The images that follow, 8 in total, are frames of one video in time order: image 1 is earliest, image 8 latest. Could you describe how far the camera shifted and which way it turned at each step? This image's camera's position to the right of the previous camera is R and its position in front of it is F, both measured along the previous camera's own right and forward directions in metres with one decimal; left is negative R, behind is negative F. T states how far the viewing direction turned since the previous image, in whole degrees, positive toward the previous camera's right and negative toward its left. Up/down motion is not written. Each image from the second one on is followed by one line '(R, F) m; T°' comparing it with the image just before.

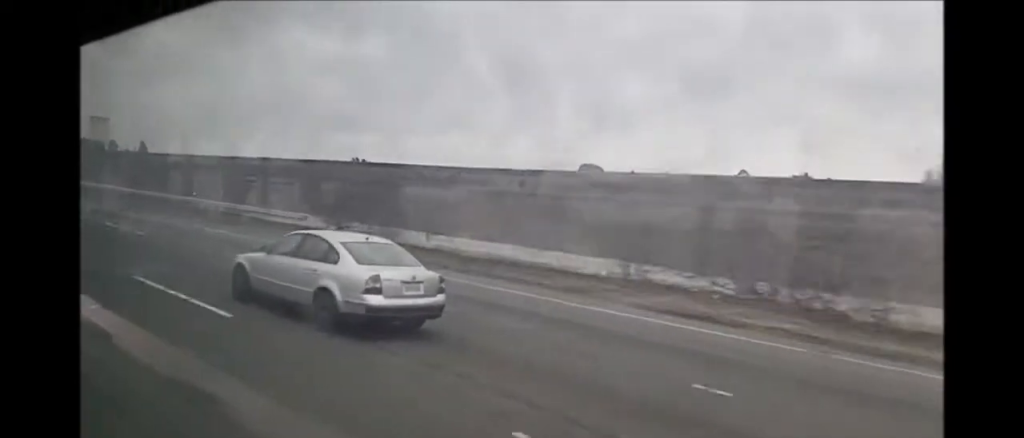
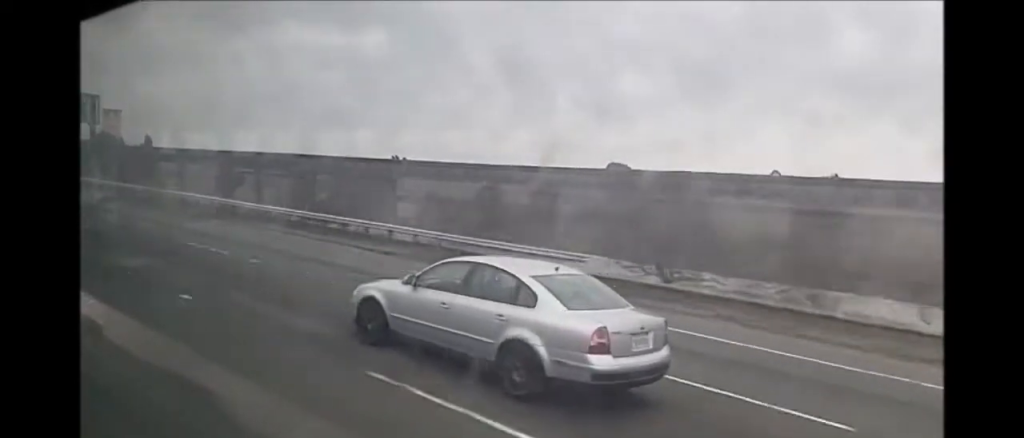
(+0.1, +22.5) m; 0°
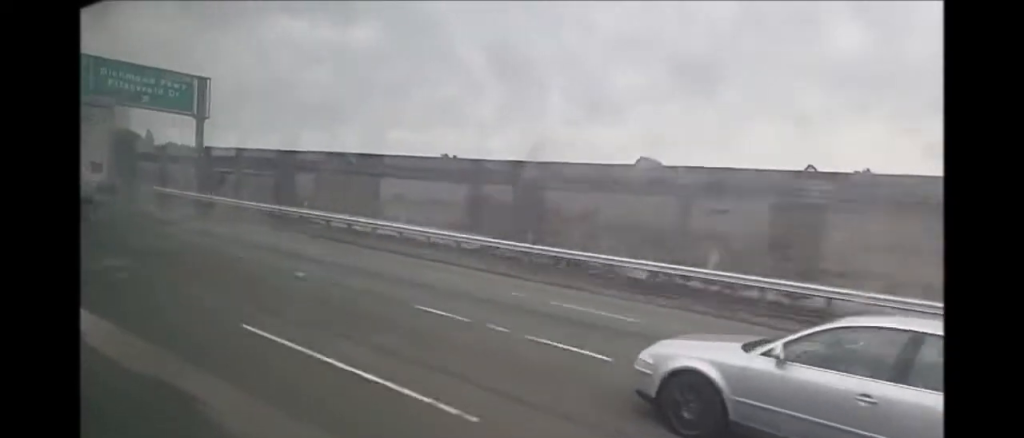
(-0.1, +25.3) m; -1°
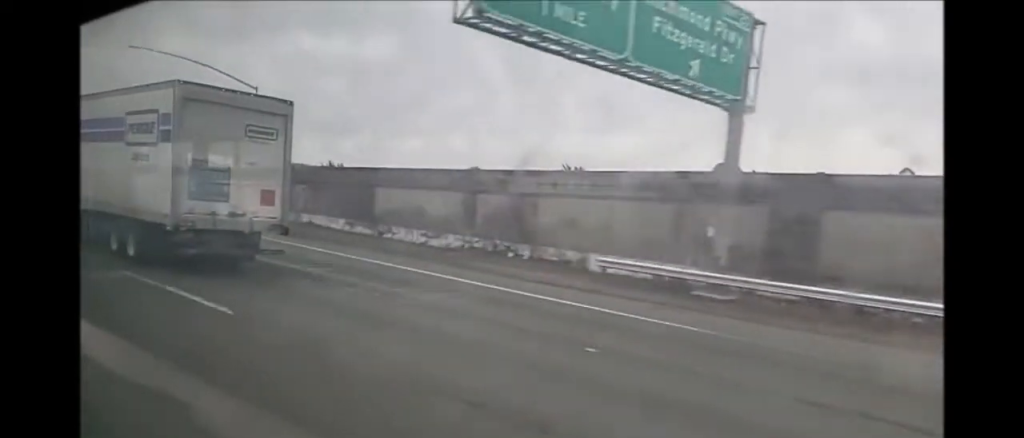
(-0.7, +38.0) m; -3°
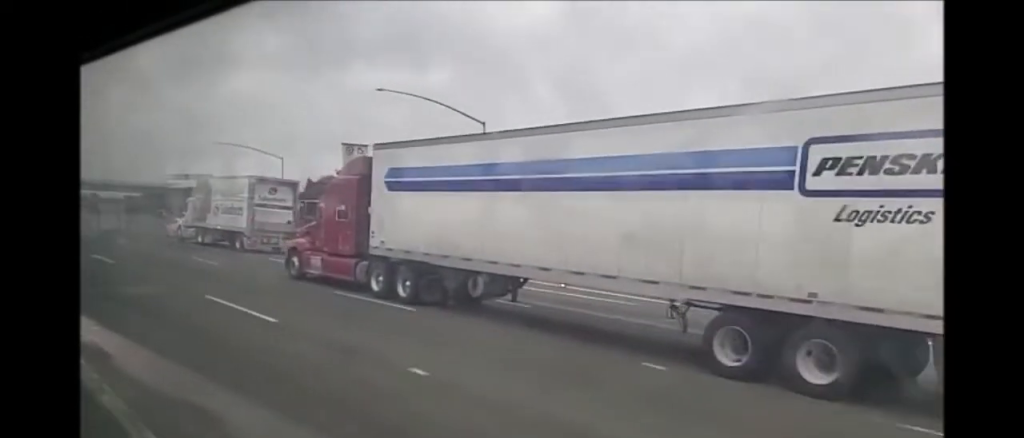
(-2.0, +67.1) m; -2°
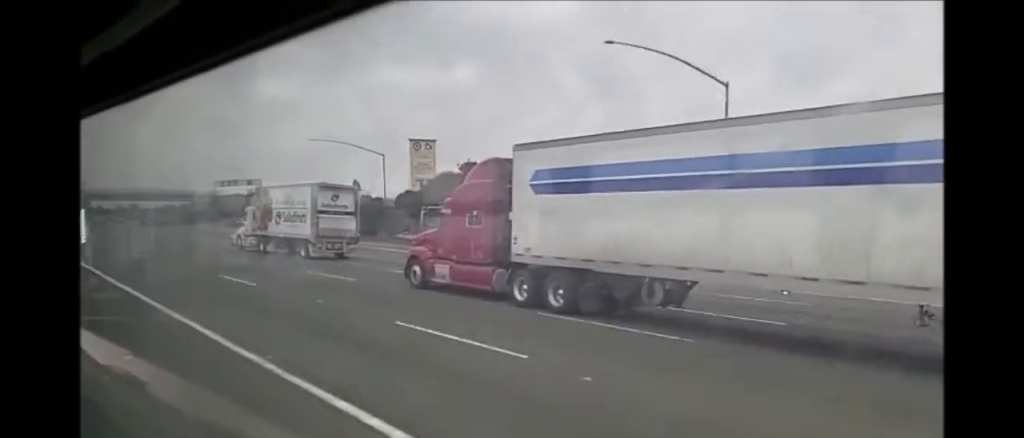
(0.0, +19.1) m; +1°
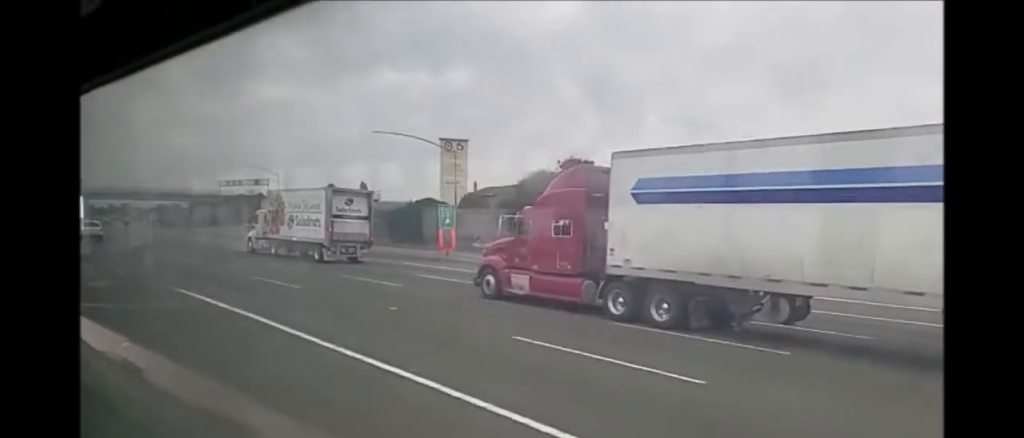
(+0.2, +16.3) m; 0°
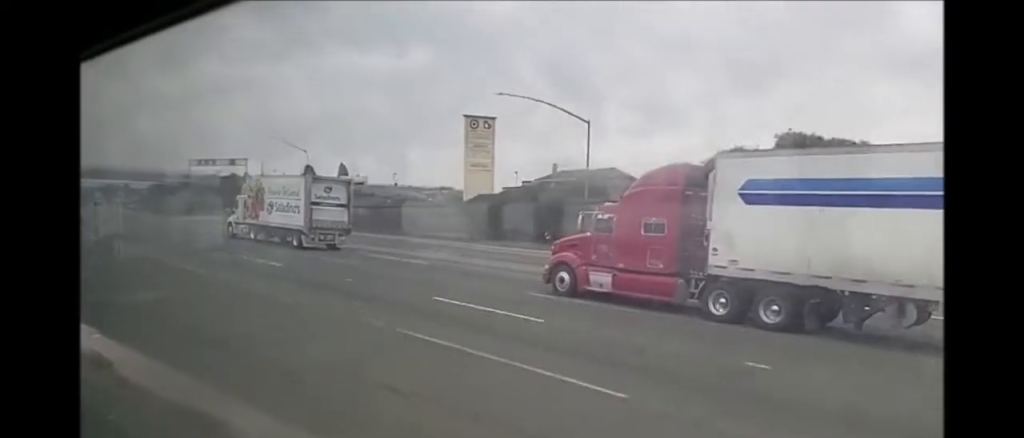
(+0.1, +22.6) m; 0°
